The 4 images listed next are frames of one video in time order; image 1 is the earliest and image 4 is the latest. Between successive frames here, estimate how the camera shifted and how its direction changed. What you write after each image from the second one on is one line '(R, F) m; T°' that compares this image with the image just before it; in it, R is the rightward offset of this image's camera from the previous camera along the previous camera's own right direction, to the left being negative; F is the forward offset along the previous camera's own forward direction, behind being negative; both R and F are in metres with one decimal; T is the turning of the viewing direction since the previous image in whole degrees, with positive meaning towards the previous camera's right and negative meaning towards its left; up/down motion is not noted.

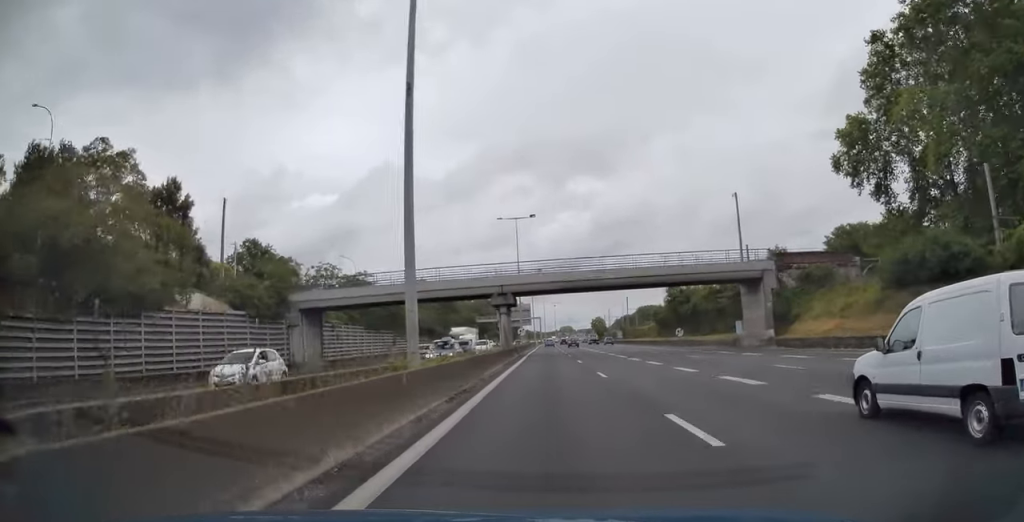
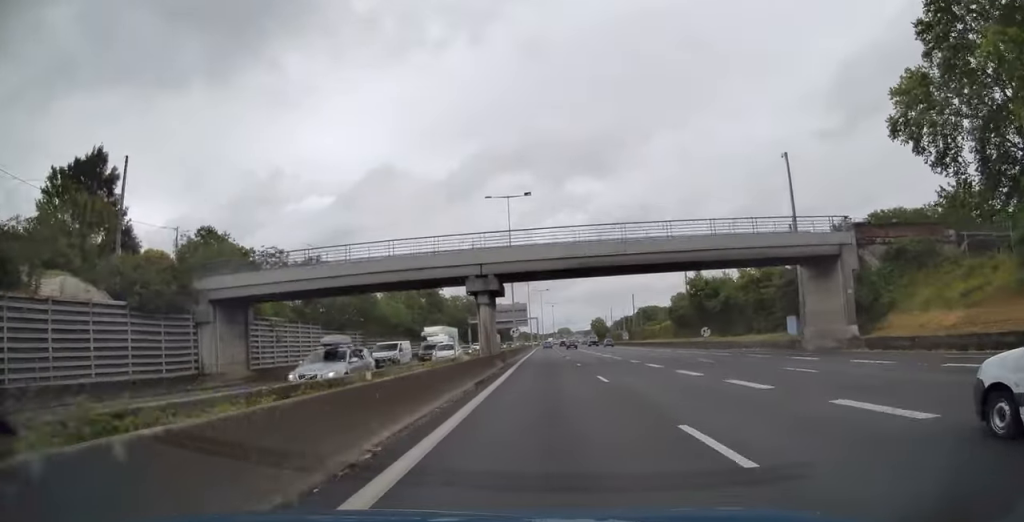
(-0.2, +14.2) m; 0°
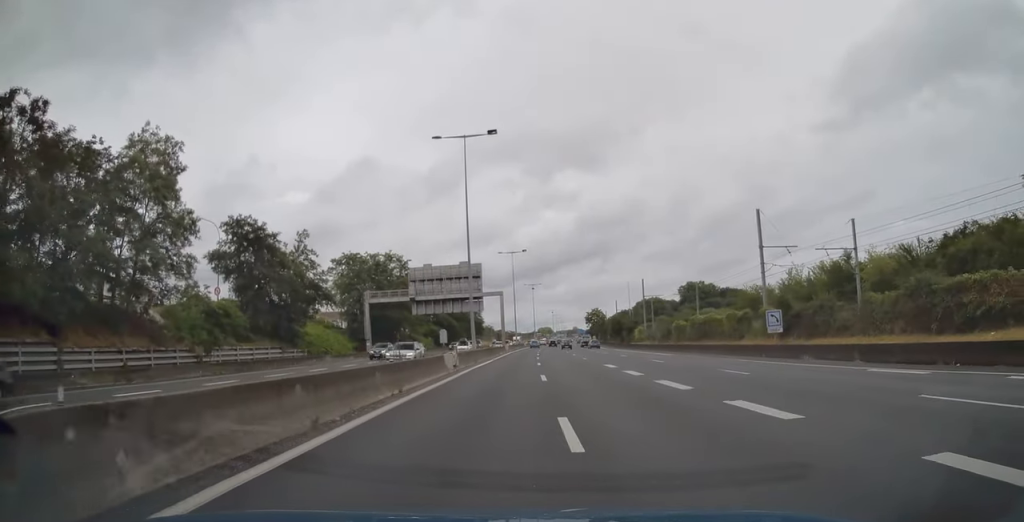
(+1.5, +89.2) m; +2°
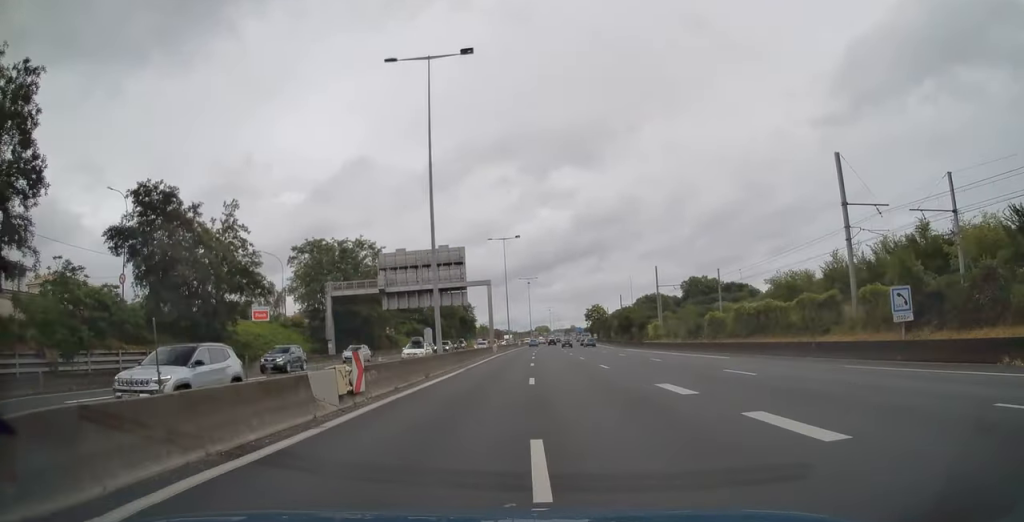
(0.0, +15.1) m; 0°
